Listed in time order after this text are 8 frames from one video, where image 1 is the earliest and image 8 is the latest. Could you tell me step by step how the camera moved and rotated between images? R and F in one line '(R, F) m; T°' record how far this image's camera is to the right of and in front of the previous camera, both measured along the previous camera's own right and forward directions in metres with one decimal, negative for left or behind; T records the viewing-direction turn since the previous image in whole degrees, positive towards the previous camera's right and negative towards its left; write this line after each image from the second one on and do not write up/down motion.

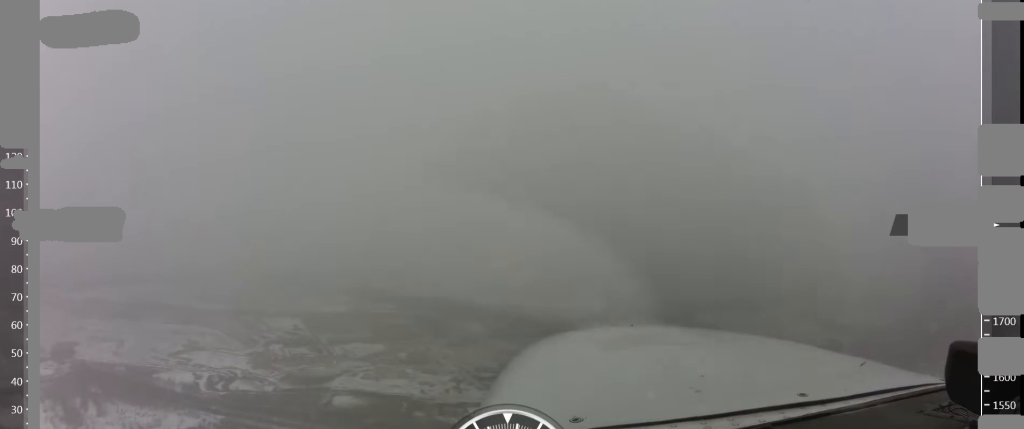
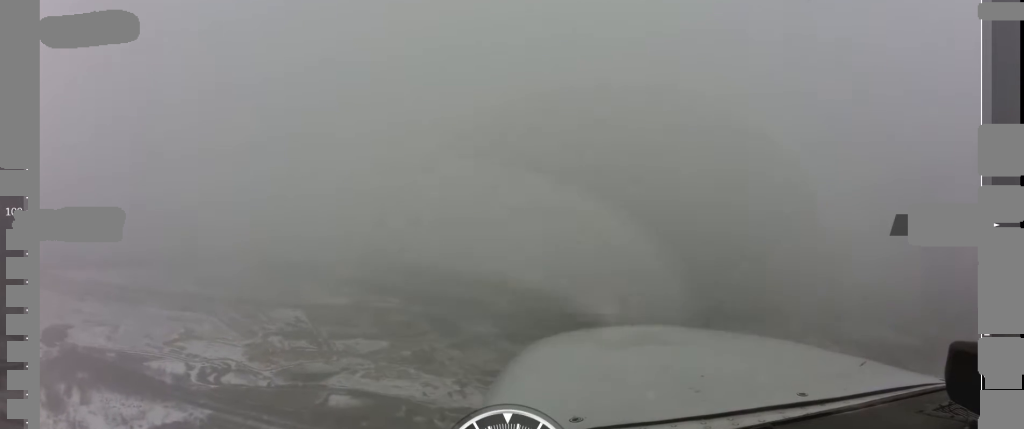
(-0.9, +47.2) m; -1°
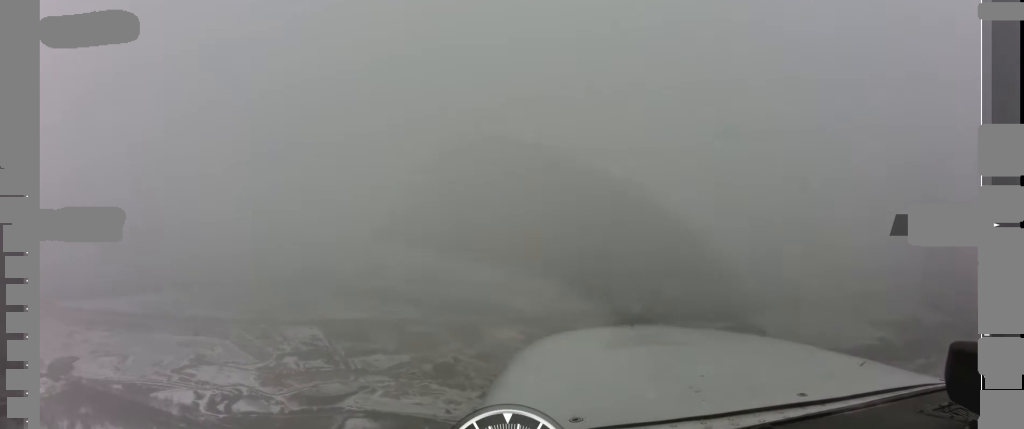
(0.0, +55.4) m; +1°
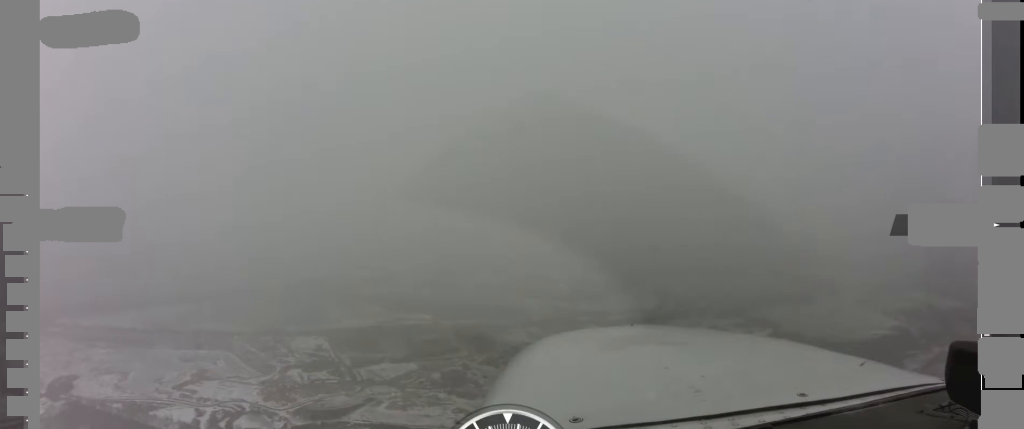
(0.0, +32.5) m; +1°
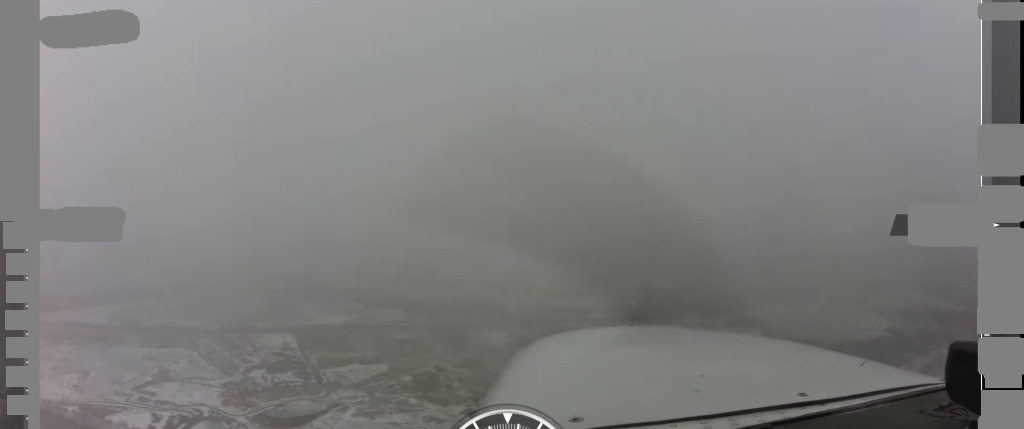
(+0.5, +64.7) m; -1°
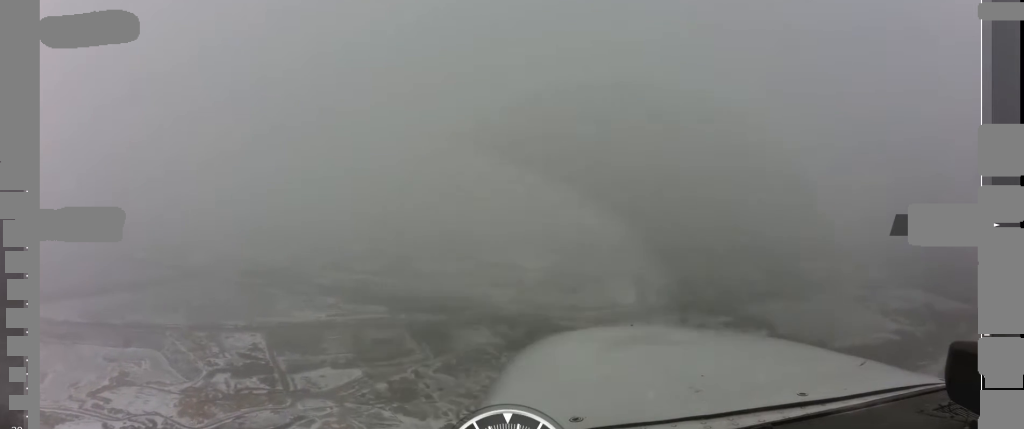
(-1.7, +93.8) m; 0°
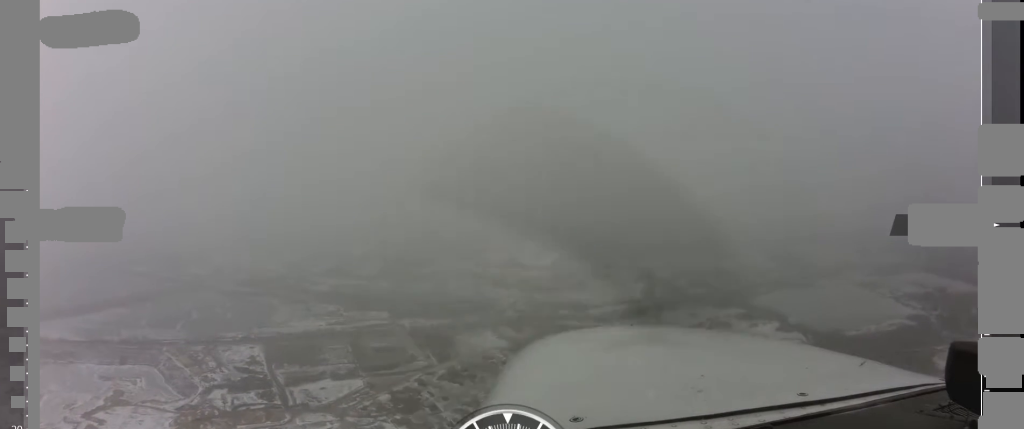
(+0.2, +36.0) m; +1°
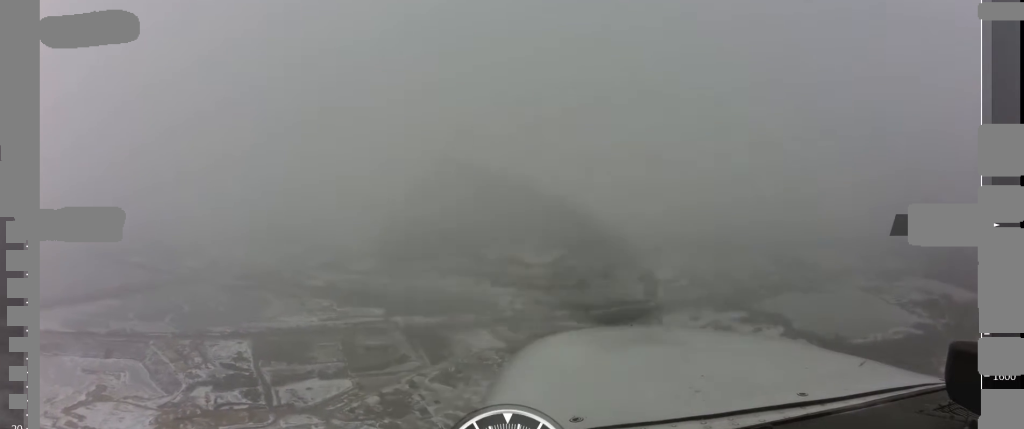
(+0.8, +37.1) m; 0°
